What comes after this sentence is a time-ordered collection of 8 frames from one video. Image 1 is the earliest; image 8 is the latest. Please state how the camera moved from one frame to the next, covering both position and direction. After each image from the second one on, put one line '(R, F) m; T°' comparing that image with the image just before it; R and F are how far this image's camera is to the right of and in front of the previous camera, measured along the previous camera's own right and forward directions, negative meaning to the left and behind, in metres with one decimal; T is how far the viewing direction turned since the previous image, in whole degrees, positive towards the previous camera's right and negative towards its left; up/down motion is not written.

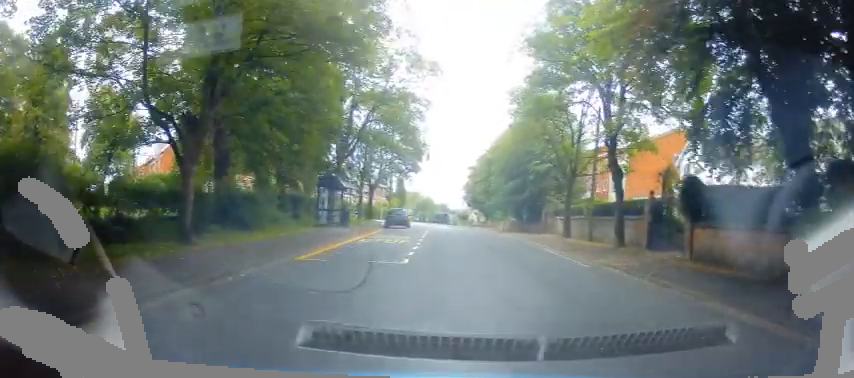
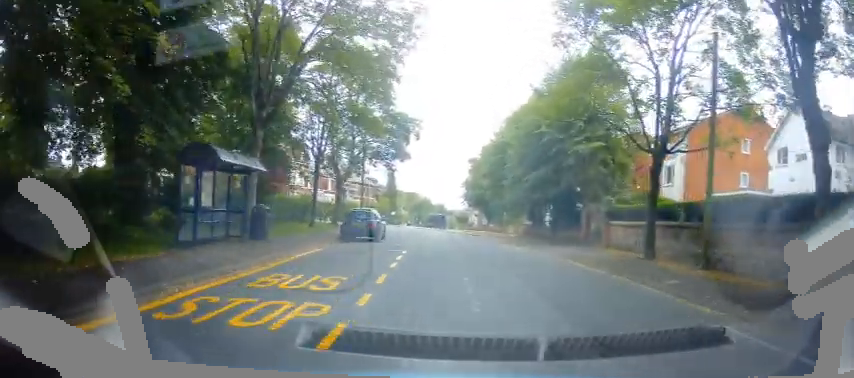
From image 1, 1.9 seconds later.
(+0.1, +14.5) m; +6°
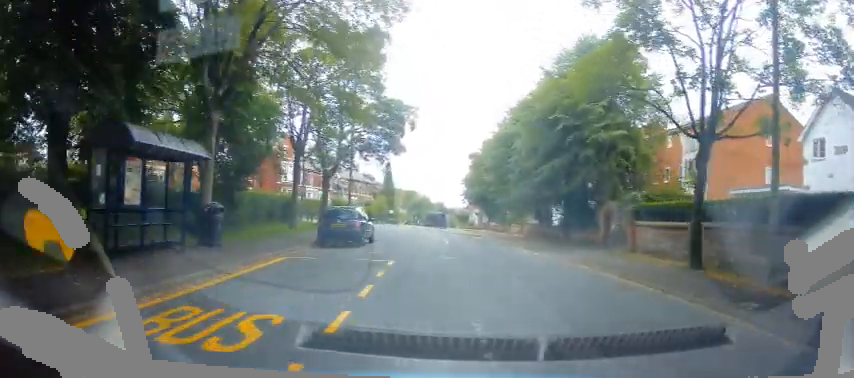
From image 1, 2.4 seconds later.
(+0.3, +3.5) m; +1°
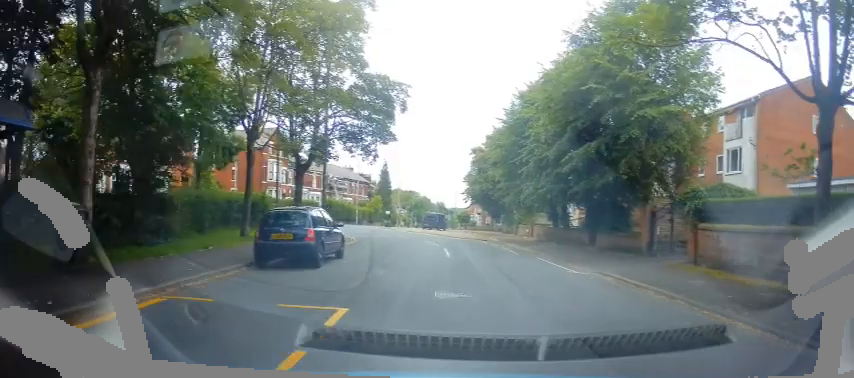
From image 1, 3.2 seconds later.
(+0.3, +5.4) m; -1°
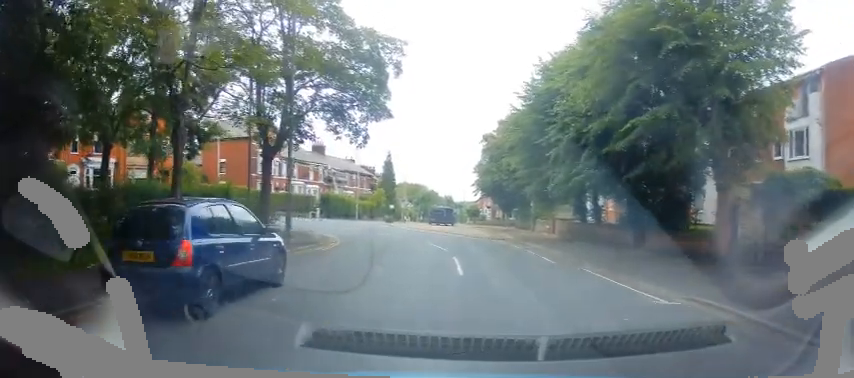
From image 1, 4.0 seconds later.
(-0.3, +5.5) m; -7°
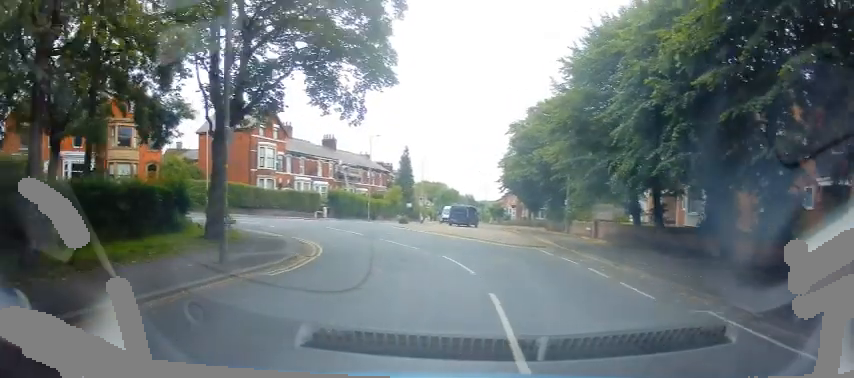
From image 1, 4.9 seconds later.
(-0.5, +6.3) m; -7°
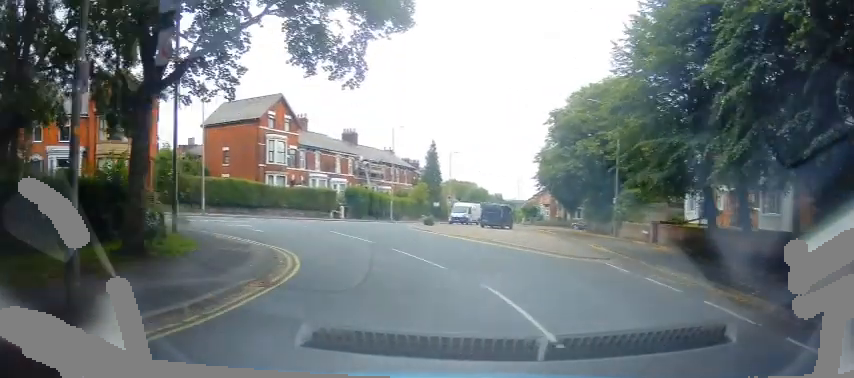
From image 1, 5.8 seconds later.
(-0.4, +5.1) m; -21°
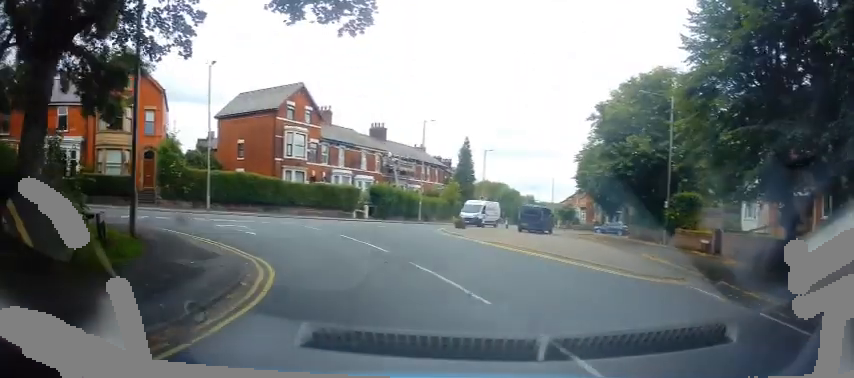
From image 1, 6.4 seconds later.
(-0.7, +3.7) m; -3°
